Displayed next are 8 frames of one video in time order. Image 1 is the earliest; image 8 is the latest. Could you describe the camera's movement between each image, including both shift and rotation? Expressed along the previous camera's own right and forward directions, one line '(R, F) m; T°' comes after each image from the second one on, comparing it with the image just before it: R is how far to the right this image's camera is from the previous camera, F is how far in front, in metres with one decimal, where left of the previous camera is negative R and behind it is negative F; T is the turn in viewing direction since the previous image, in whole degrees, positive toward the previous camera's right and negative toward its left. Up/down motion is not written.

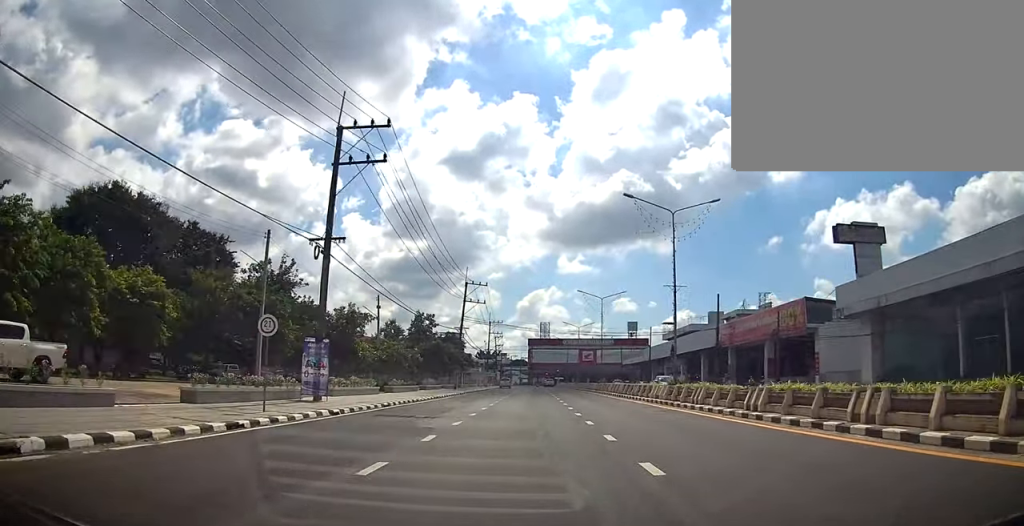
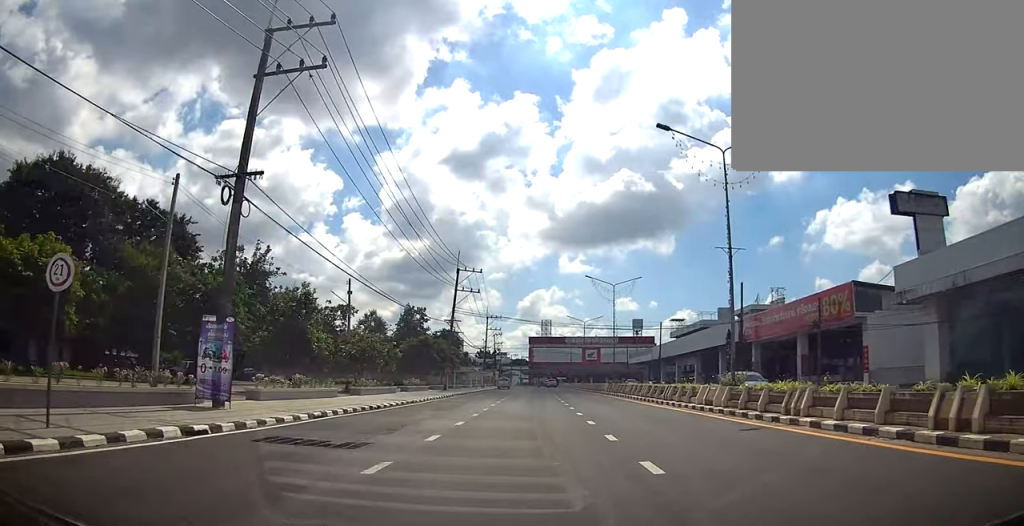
(+0.1, +7.9) m; +2°
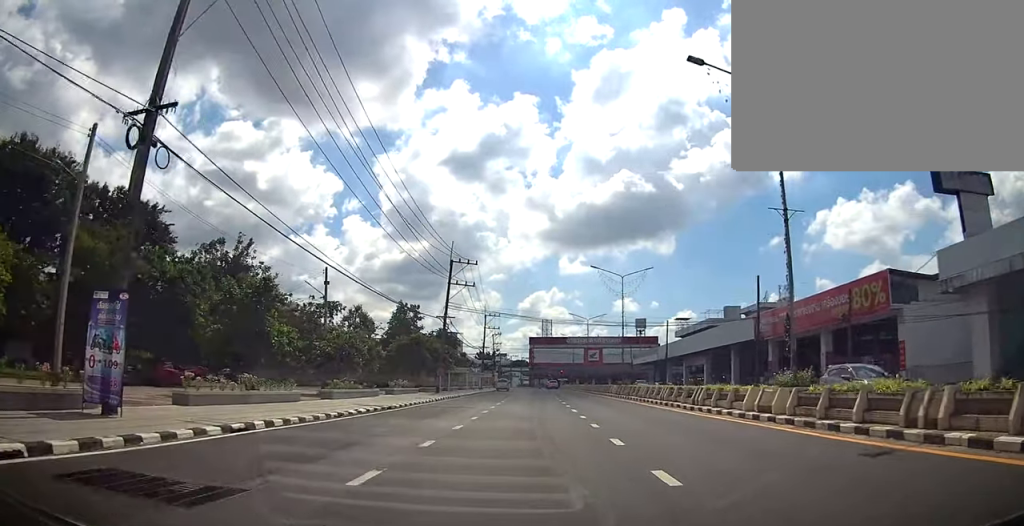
(+0.1, +4.7) m; +1°
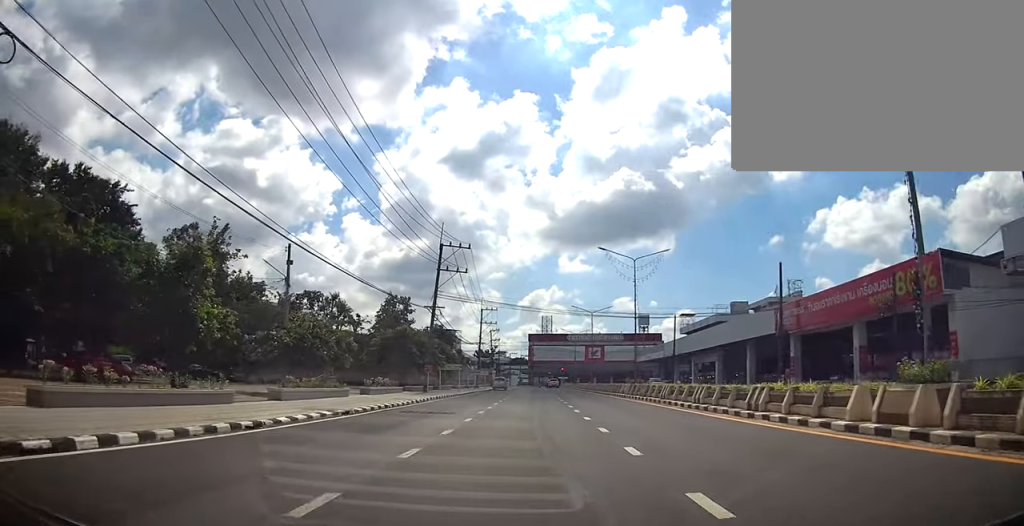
(0.0, +5.6) m; +1°
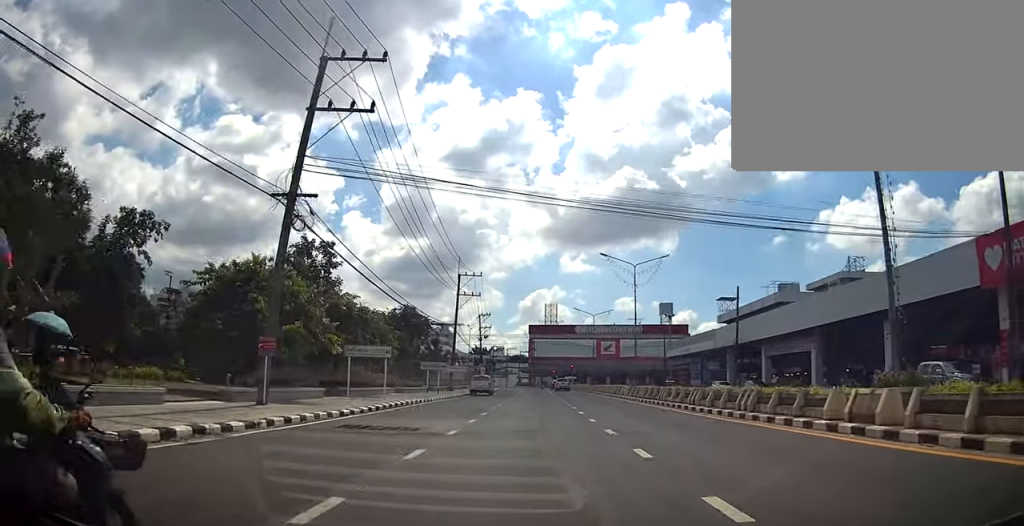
(+1.1, +29.1) m; +3°
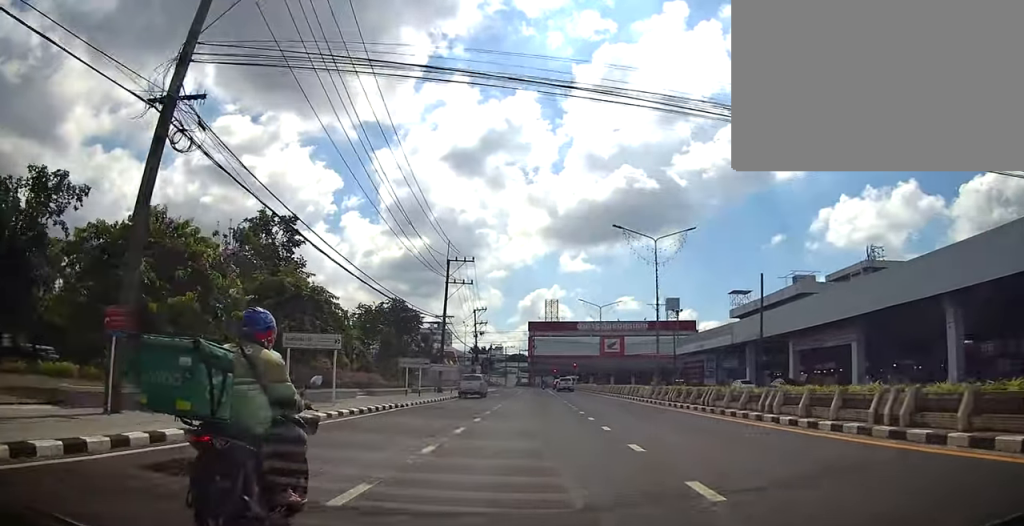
(-0.1, +7.7) m; 0°
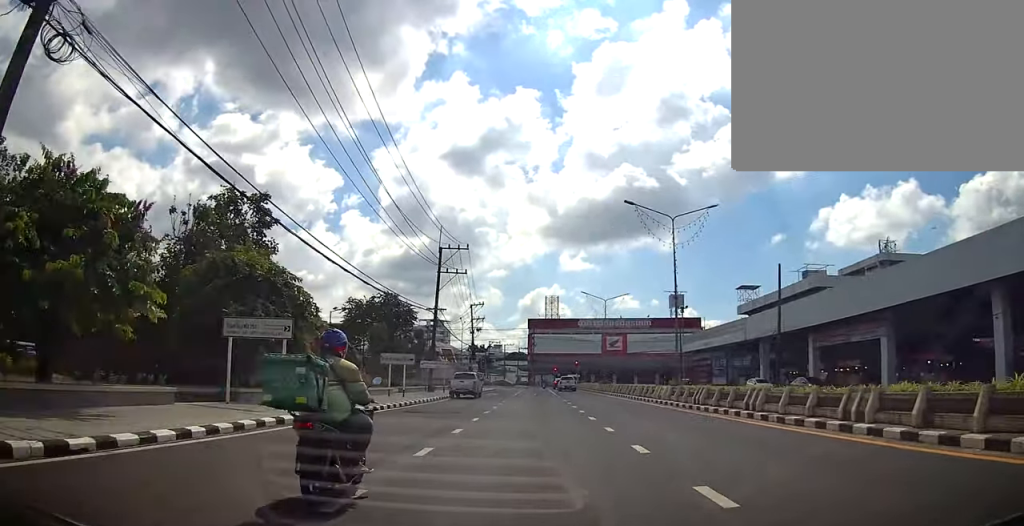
(0.0, +4.6) m; -1°
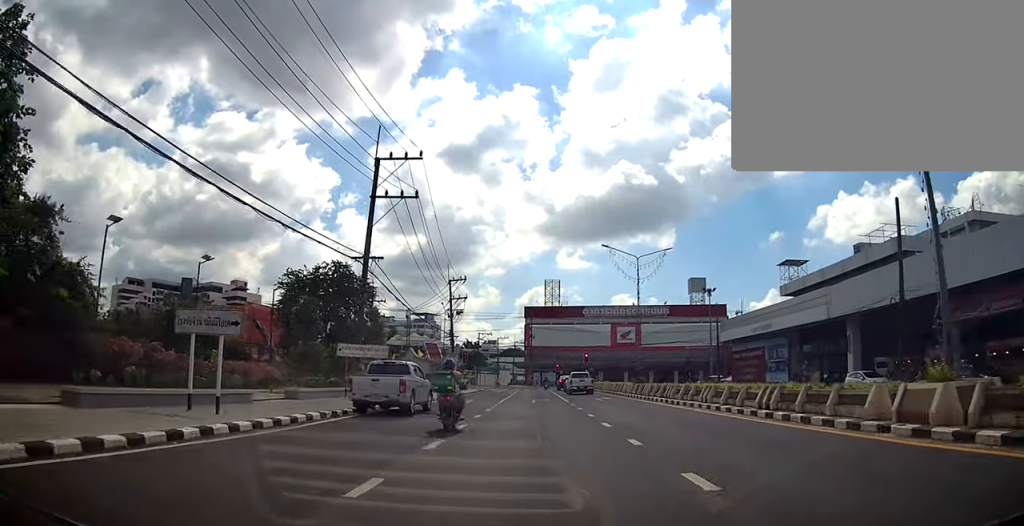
(-0.4, +20.5) m; -1°
